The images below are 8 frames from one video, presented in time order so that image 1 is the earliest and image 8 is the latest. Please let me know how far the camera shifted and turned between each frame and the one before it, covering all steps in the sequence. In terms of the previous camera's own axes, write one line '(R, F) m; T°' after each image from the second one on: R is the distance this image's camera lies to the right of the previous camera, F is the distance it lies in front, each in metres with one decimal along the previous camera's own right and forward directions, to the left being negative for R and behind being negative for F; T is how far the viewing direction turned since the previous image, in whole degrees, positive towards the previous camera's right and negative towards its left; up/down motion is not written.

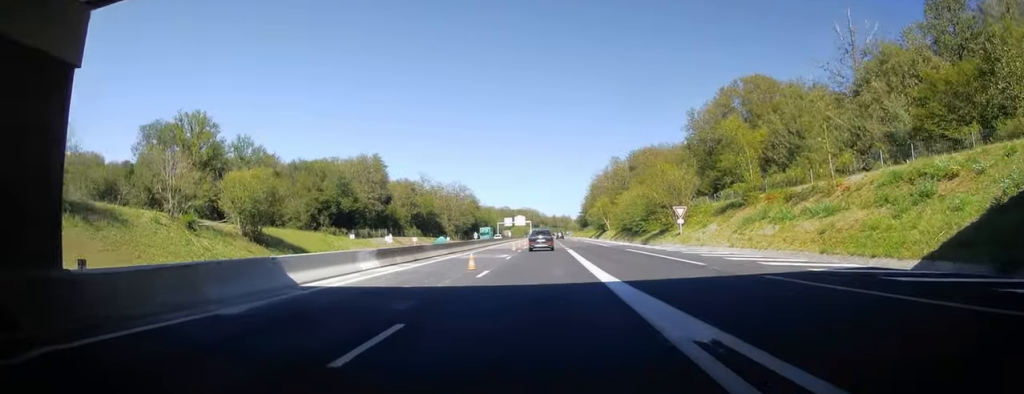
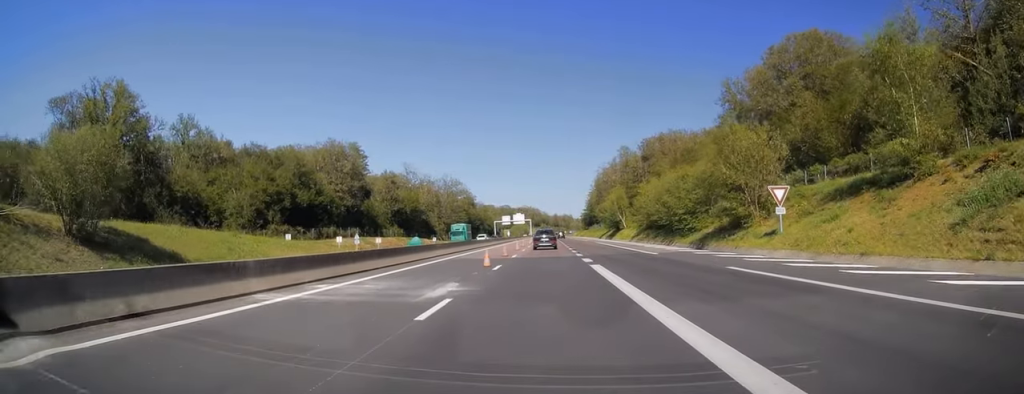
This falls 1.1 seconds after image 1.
(-0.2, +22.7) m; 0°
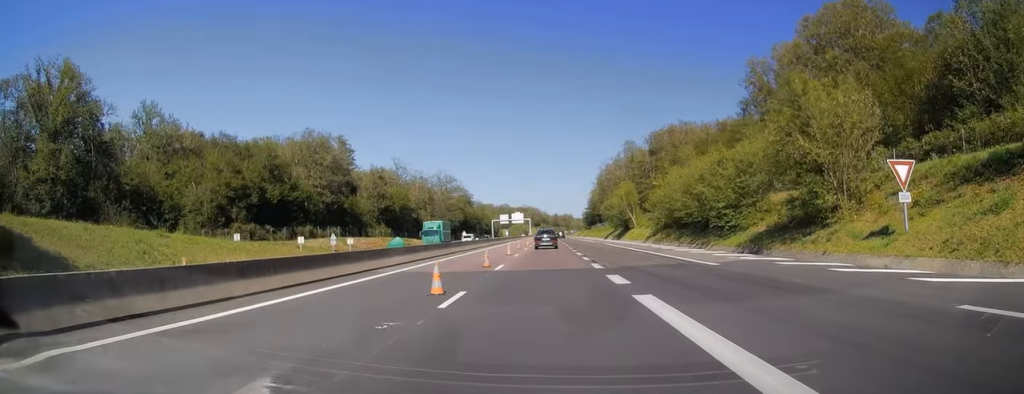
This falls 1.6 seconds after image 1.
(0.0, +11.5) m; +1°
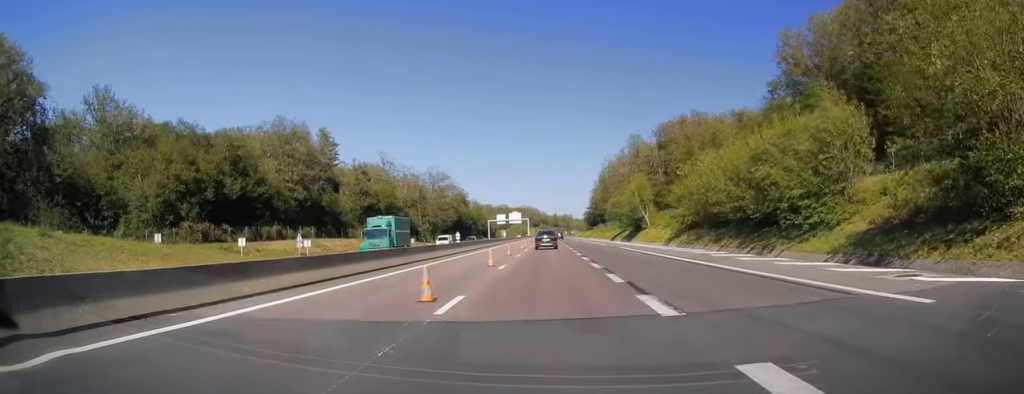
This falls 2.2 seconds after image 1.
(+0.3, +12.2) m; 0°
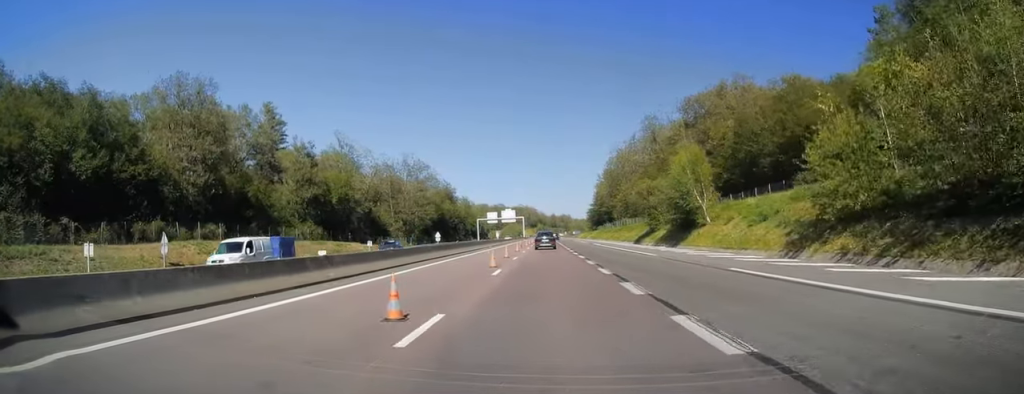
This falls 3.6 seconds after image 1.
(-0.2, +28.8) m; 0°
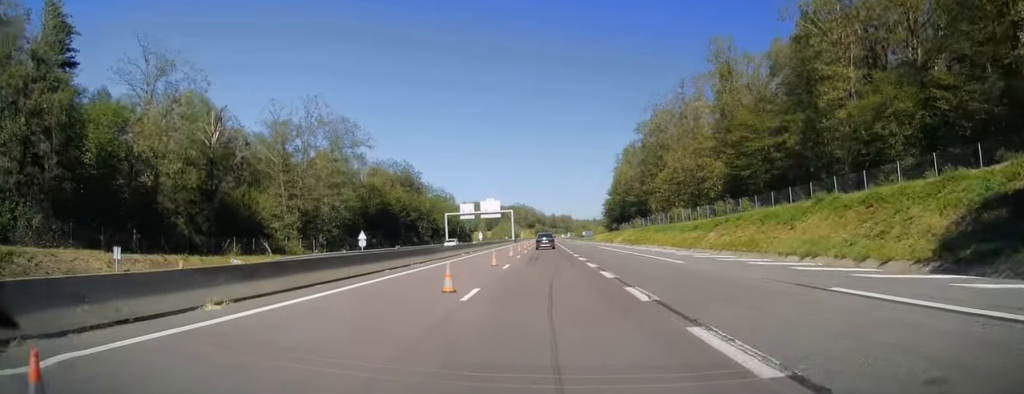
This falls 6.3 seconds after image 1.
(-0.6, +60.1) m; 0°
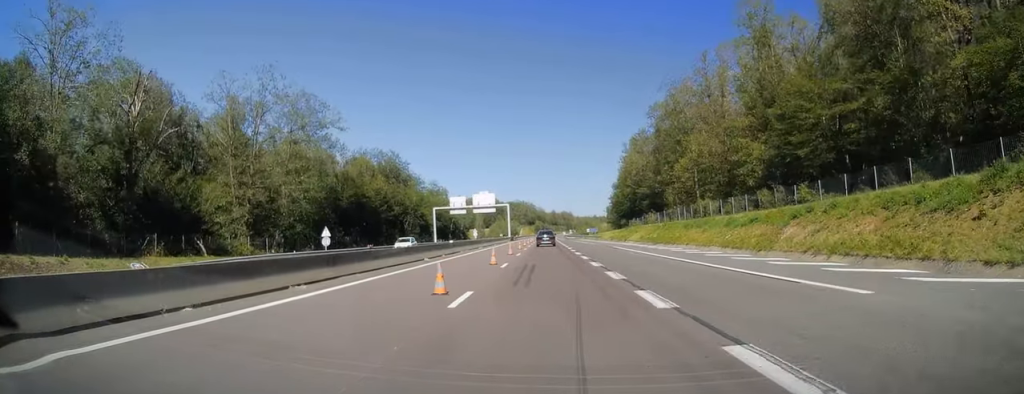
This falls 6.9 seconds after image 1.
(+0.1, +14.7) m; 0°
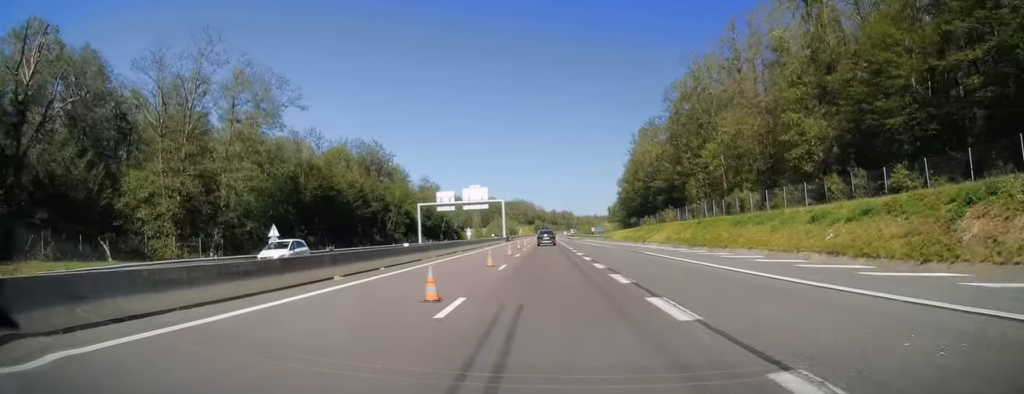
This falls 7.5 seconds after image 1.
(0.0, +14.4) m; 0°
